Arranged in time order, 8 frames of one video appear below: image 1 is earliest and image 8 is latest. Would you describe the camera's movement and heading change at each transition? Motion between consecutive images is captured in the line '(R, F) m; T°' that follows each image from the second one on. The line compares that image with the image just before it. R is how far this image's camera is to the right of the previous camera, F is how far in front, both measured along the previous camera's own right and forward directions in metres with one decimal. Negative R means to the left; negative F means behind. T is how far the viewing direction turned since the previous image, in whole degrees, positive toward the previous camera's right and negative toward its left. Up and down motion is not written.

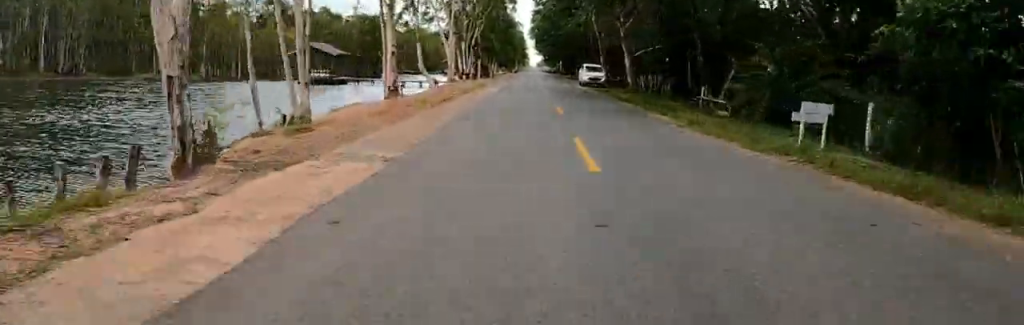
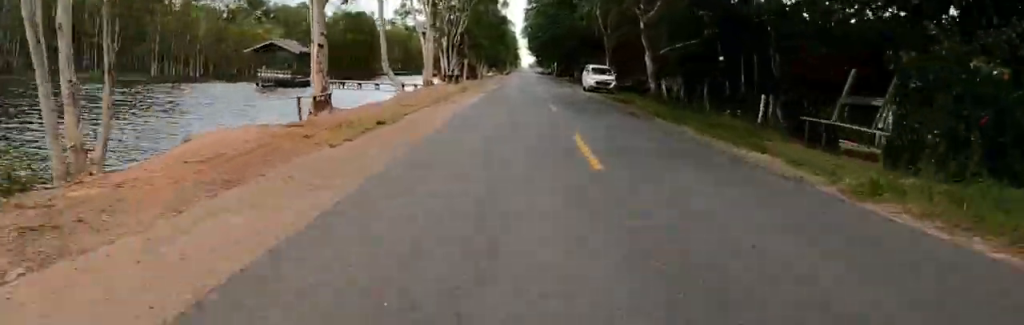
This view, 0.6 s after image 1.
(-0.2, +8.2) m; 0°
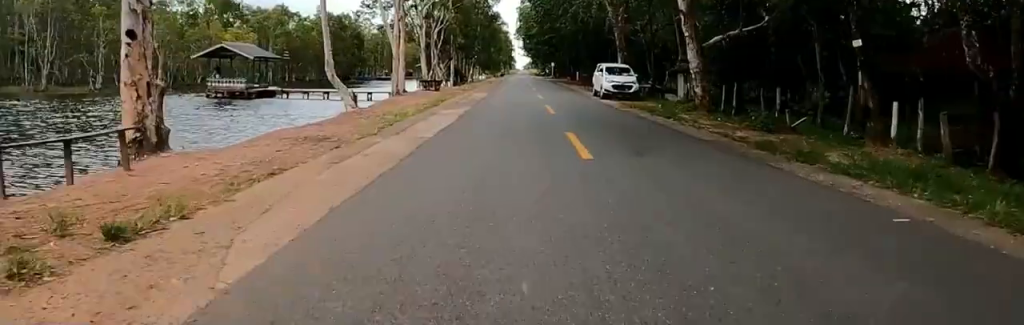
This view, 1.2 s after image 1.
(+0.2, +7.3) m; +1°
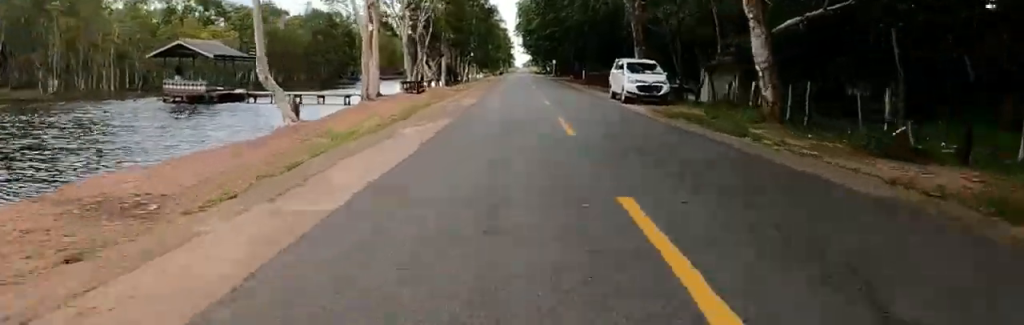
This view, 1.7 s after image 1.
(+0.1, +5.7) m; +1°
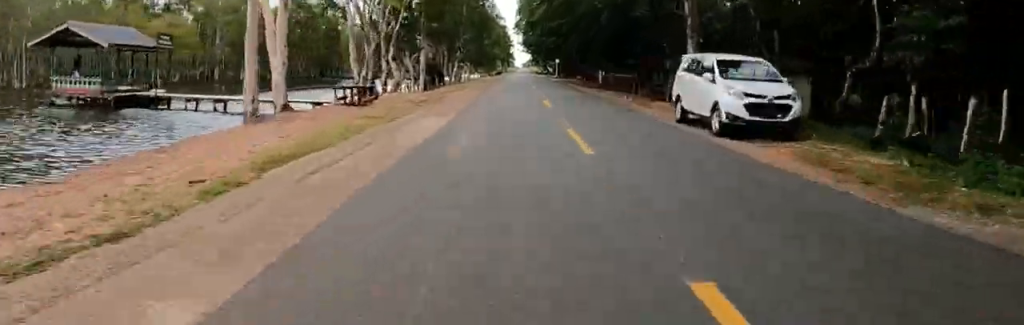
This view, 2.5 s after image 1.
(0.0, +9.9) m; 0°
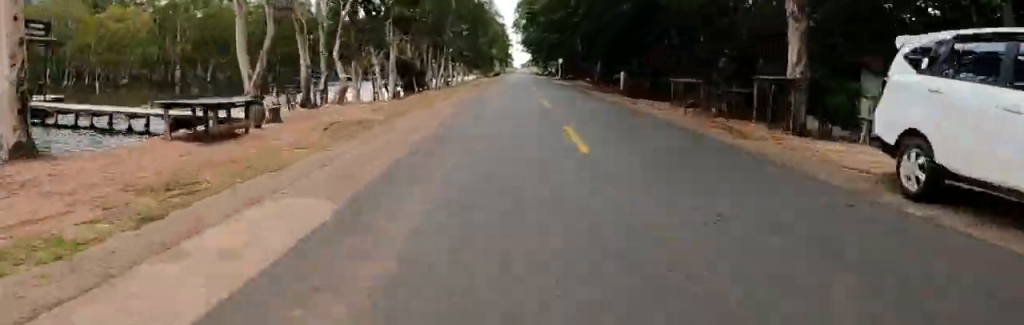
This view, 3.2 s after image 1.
(0.0, +8.3) m; +1°
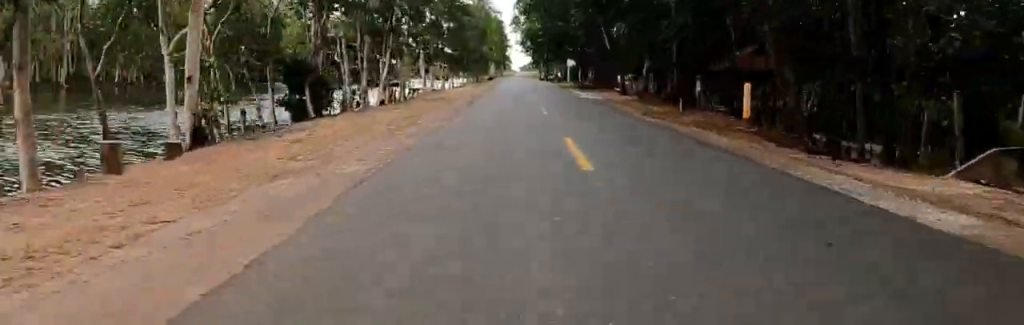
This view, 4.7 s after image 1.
(+0.4, +17.1) m; +2°
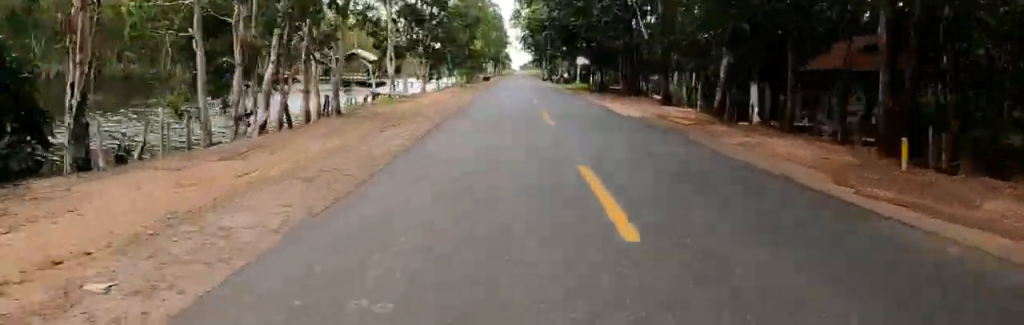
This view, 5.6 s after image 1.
(0.0, +11.0) m; -3°
